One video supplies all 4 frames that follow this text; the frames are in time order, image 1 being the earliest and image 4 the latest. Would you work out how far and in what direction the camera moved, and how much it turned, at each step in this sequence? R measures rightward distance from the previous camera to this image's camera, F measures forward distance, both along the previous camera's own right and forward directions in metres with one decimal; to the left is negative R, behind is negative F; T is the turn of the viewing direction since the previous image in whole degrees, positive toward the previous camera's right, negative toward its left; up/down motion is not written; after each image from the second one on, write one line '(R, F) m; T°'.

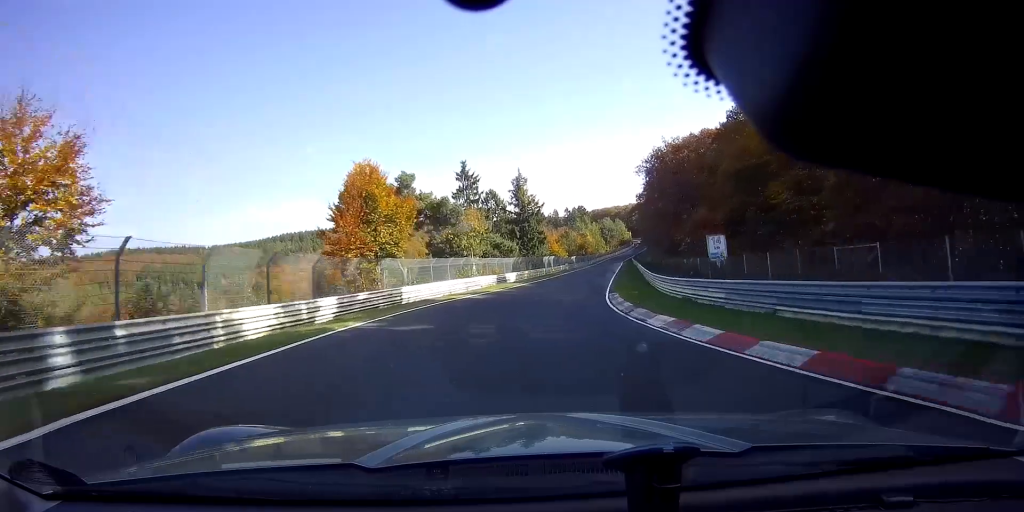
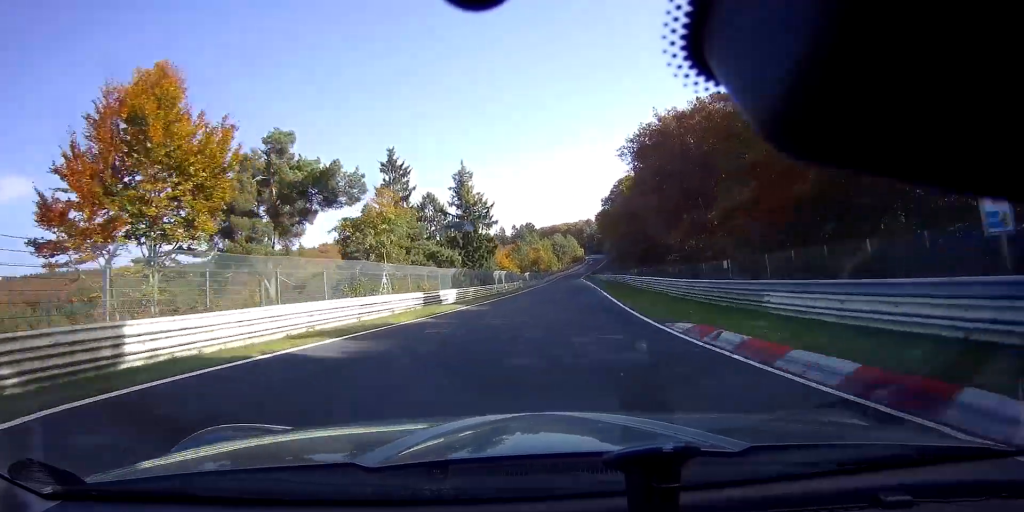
(+0.7, +19.7) m; +5°
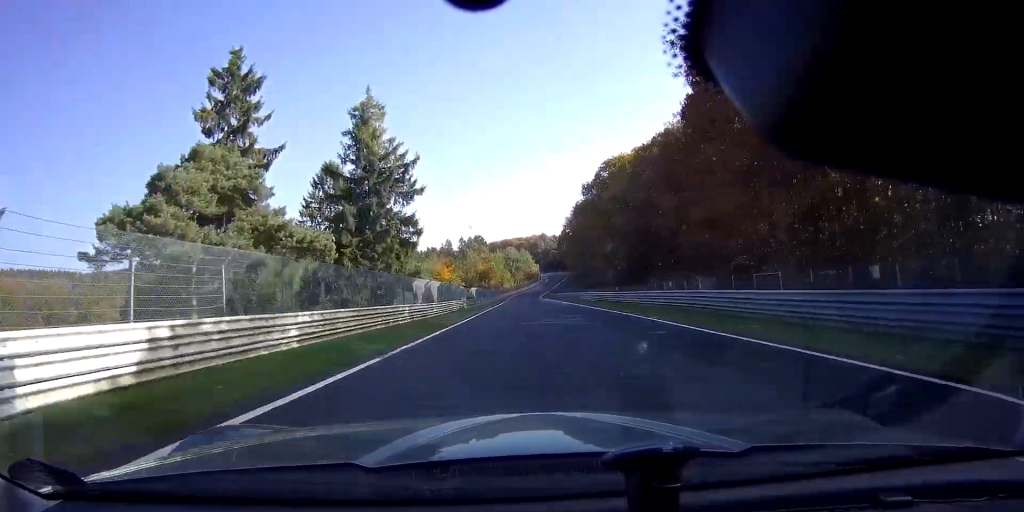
(+1.6, +31.8) m; +5°
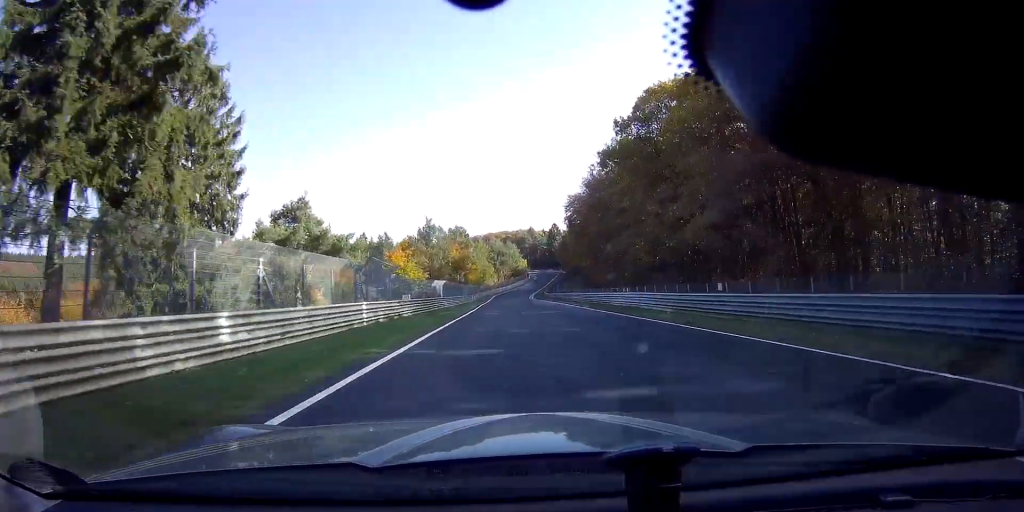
(+1.1, +29.0) m; +3°
